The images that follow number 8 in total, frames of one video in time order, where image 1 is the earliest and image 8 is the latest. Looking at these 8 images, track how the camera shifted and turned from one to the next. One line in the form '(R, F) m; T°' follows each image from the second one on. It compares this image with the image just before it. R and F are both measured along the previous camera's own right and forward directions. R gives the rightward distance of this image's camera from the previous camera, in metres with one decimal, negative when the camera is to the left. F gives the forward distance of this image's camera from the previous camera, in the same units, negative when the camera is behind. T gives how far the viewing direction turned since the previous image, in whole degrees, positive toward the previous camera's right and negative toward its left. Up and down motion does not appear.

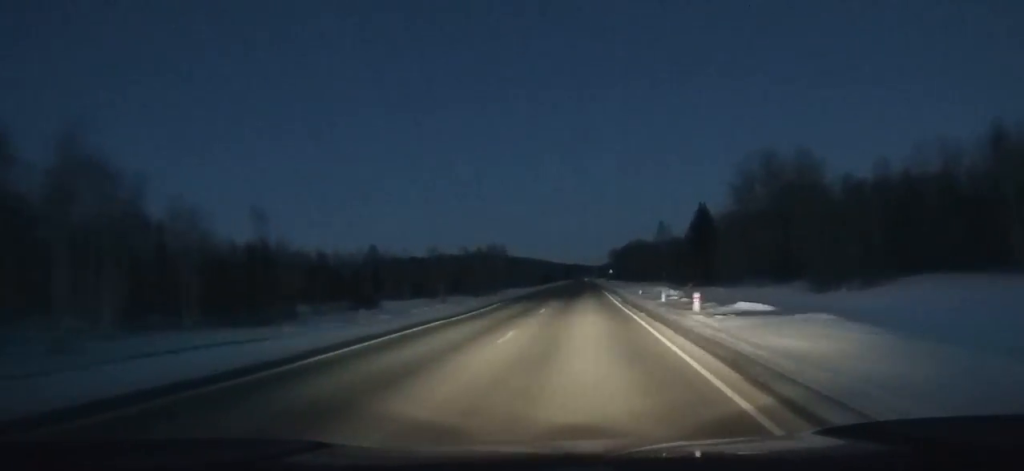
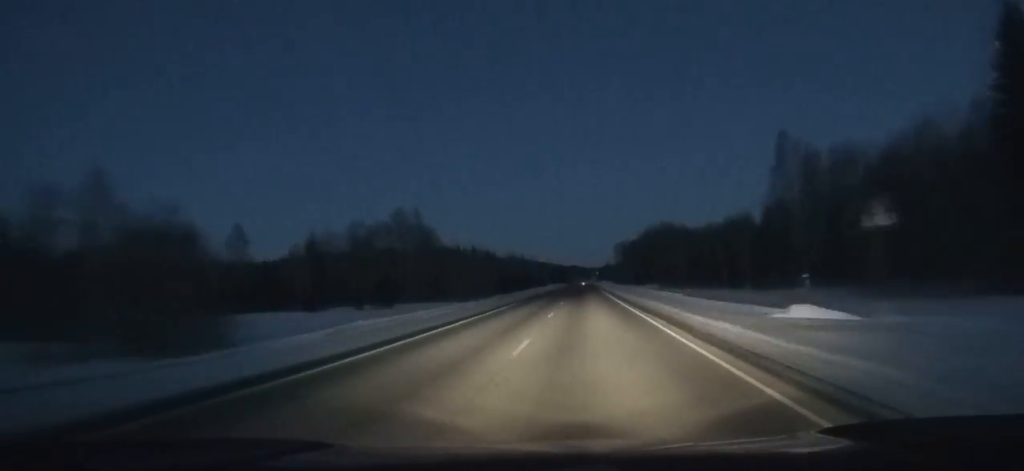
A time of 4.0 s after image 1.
(-0.4, +112.4) m; 0°
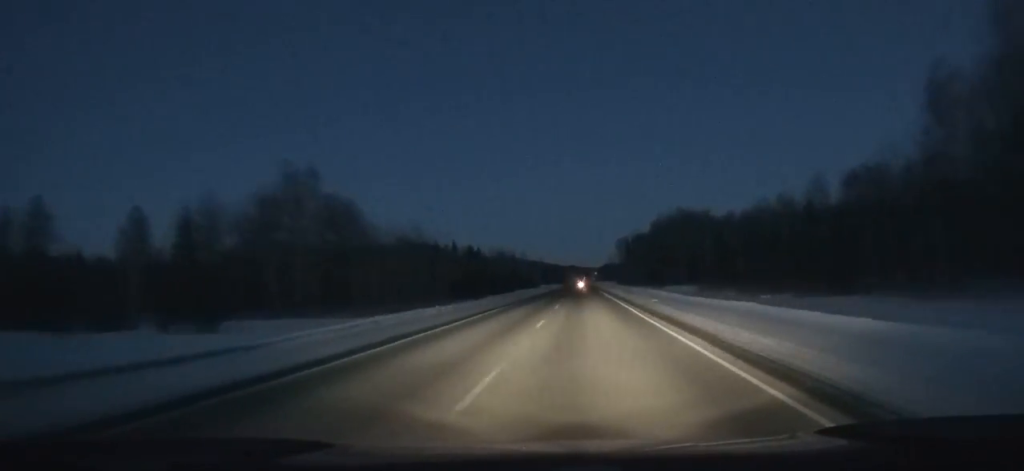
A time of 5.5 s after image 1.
(0.0, +42.3) m; 0°
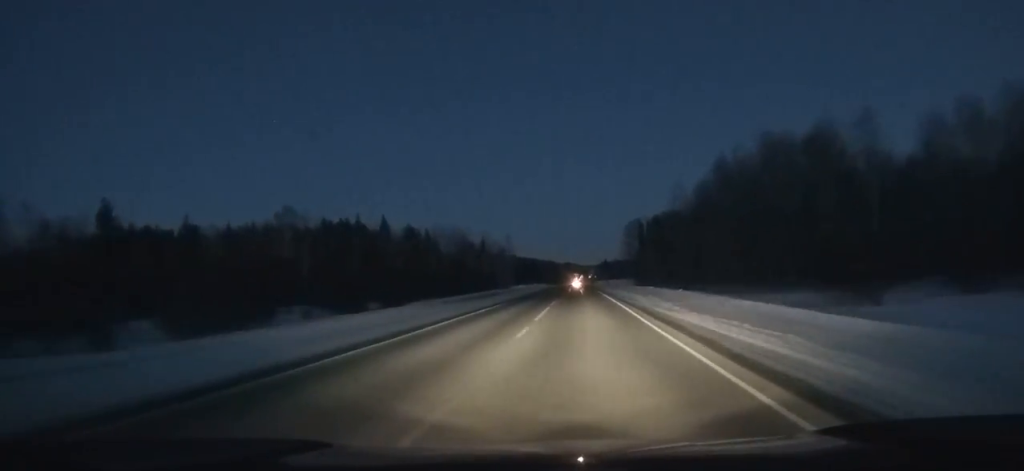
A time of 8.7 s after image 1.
(-0.1, +90.1) m; 0°
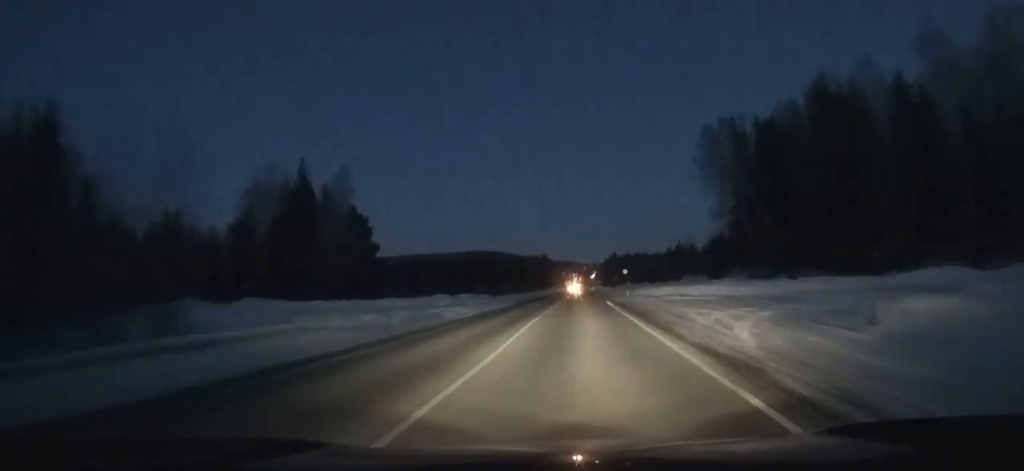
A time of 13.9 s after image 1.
(-0.1, +143.3) m; 0°
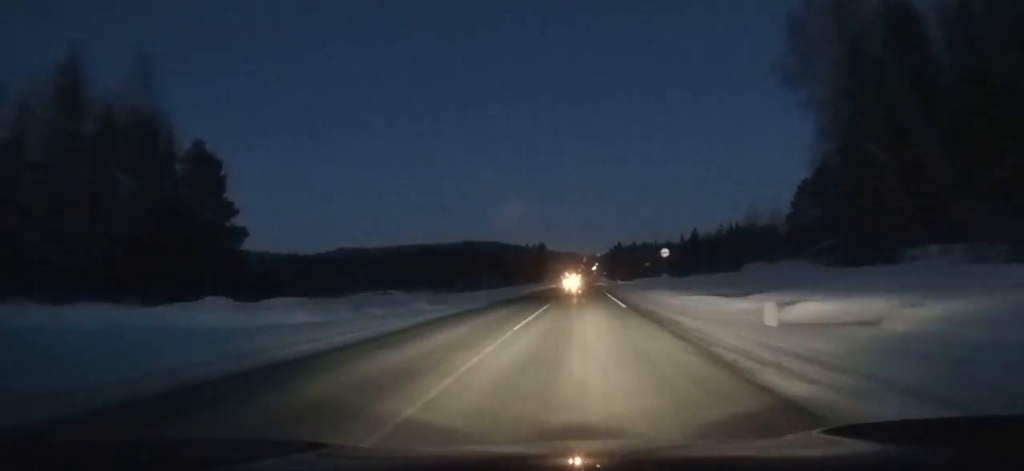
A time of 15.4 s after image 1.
(-0.1, +40.0) m; 0°
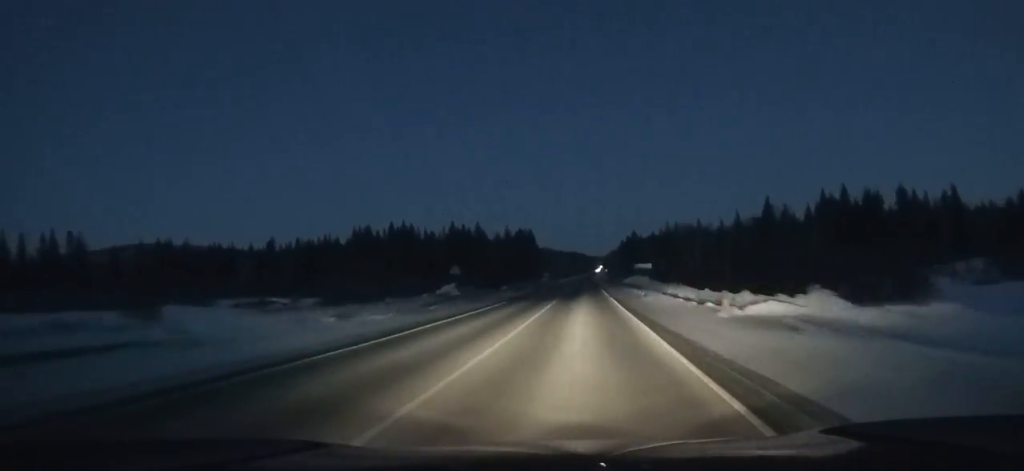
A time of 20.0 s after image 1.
(+0.7, +119.1) m; +1°
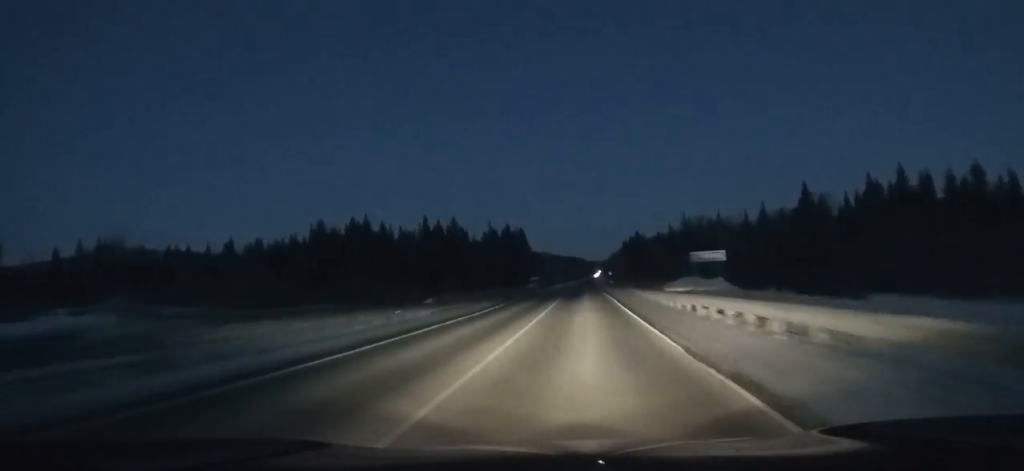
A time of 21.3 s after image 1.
(+0.1, +33.4) m; 0°
